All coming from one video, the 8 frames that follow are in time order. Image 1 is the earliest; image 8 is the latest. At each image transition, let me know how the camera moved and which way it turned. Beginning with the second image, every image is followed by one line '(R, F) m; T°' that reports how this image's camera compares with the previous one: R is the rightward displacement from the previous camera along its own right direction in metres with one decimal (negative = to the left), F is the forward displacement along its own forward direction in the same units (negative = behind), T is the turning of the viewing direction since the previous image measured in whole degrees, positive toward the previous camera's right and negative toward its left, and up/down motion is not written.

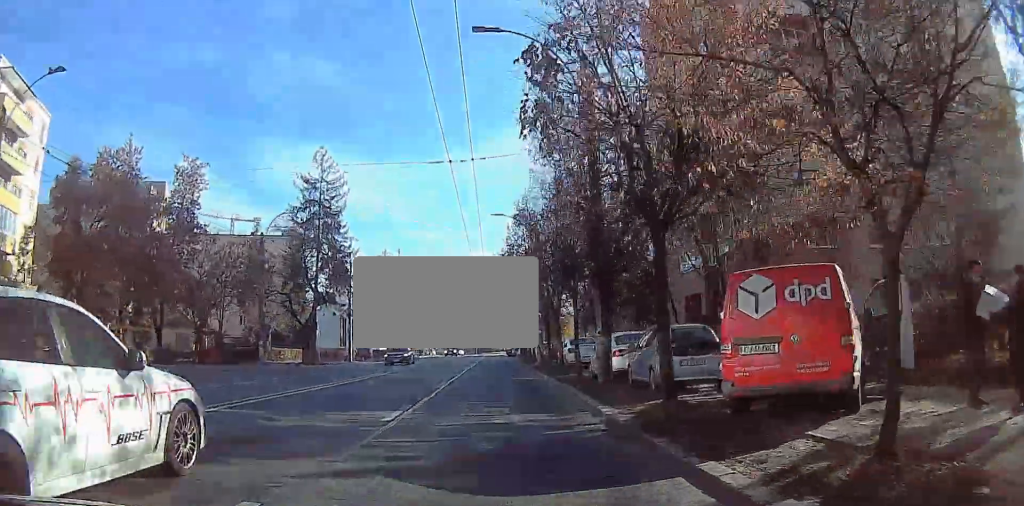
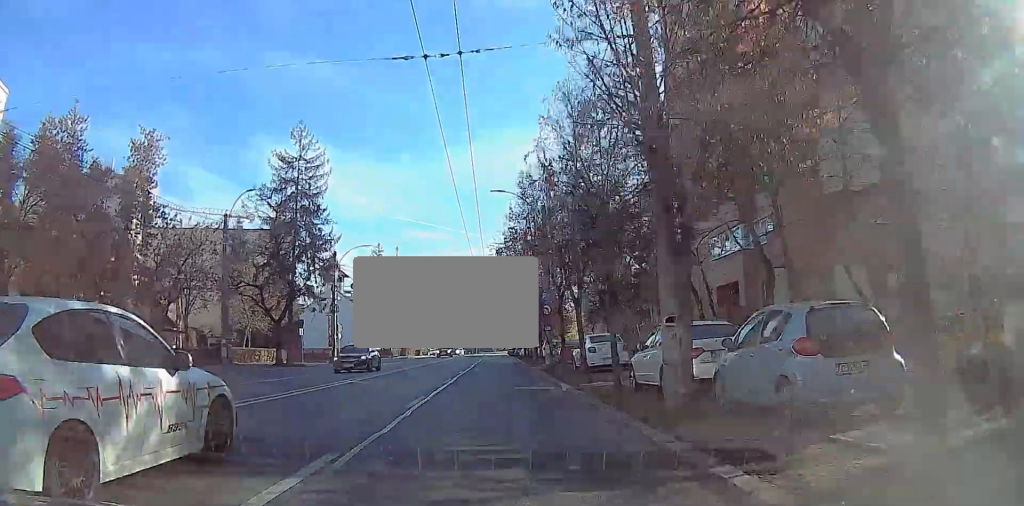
(0.0, +6.6) m; 0°
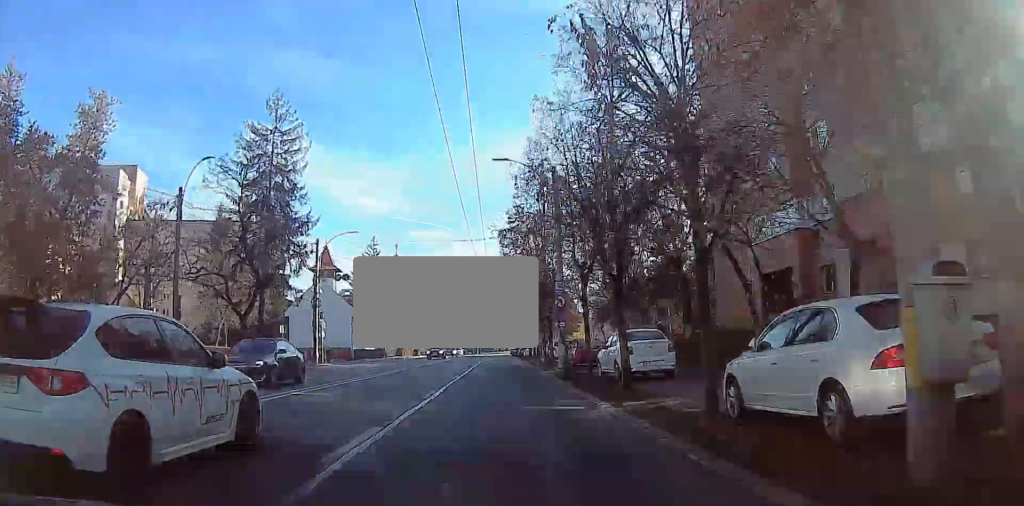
(0.0, +6.4) m; 0°
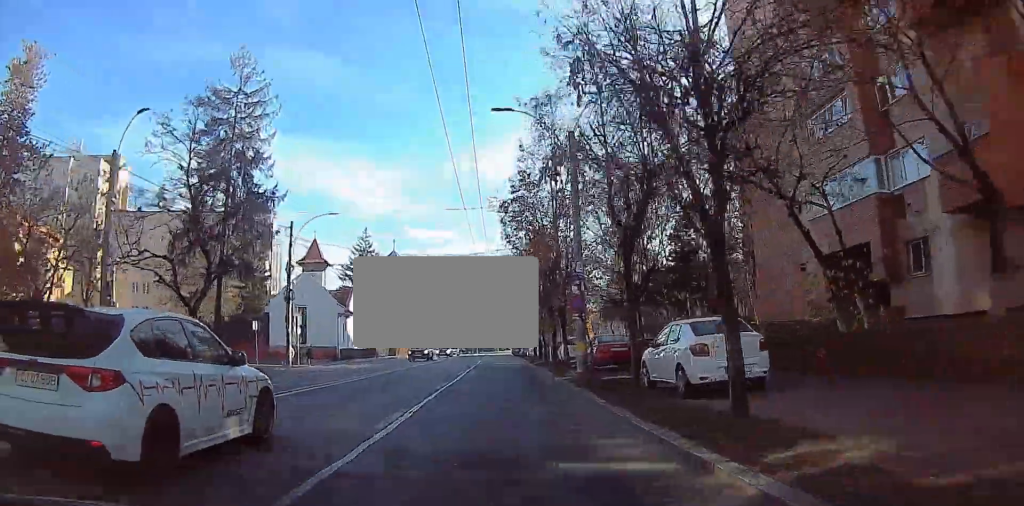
(0.0, +6.6) m; 0°
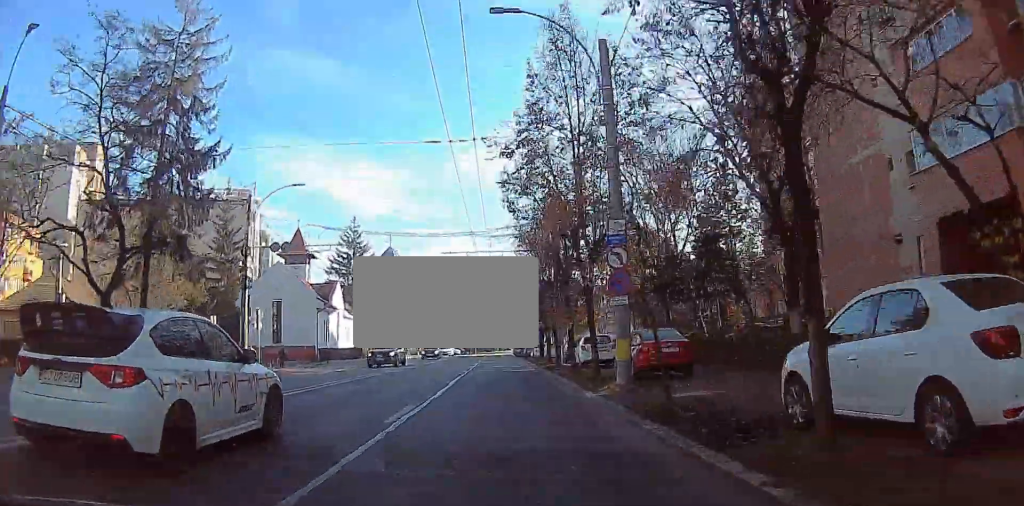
(0.0, +7.2) m; 0°
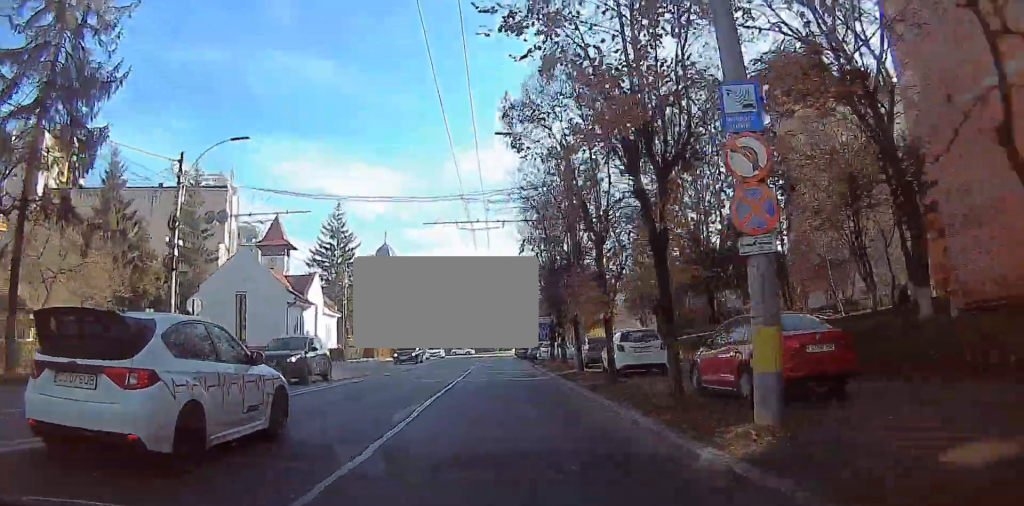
(0.0, +8.3) m; 0°
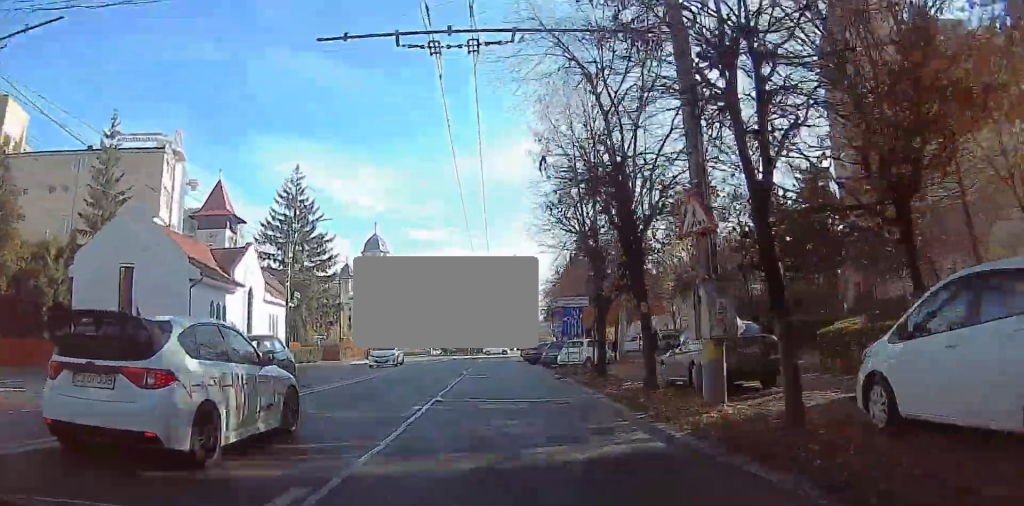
(0.0, +15.8) m; 0°
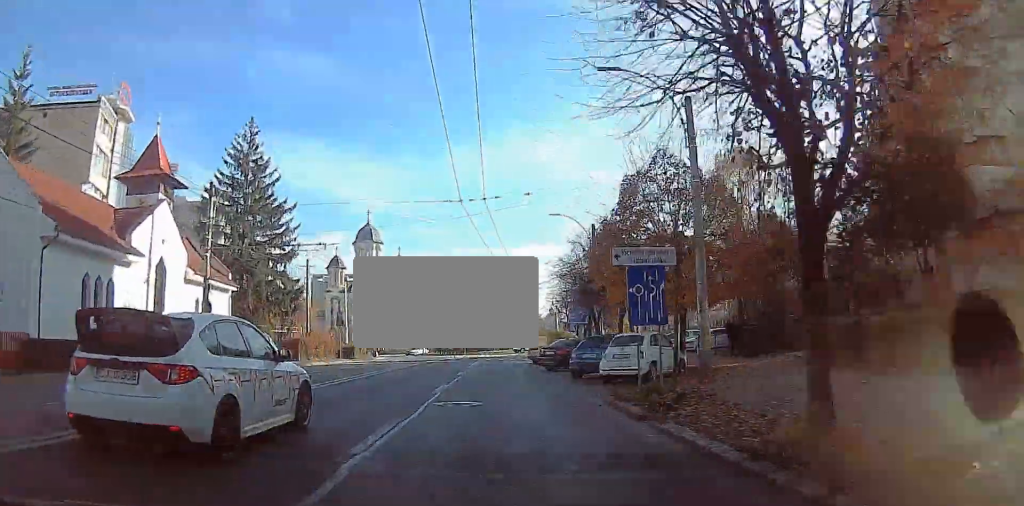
(0.0, +12.0) m; +1°
